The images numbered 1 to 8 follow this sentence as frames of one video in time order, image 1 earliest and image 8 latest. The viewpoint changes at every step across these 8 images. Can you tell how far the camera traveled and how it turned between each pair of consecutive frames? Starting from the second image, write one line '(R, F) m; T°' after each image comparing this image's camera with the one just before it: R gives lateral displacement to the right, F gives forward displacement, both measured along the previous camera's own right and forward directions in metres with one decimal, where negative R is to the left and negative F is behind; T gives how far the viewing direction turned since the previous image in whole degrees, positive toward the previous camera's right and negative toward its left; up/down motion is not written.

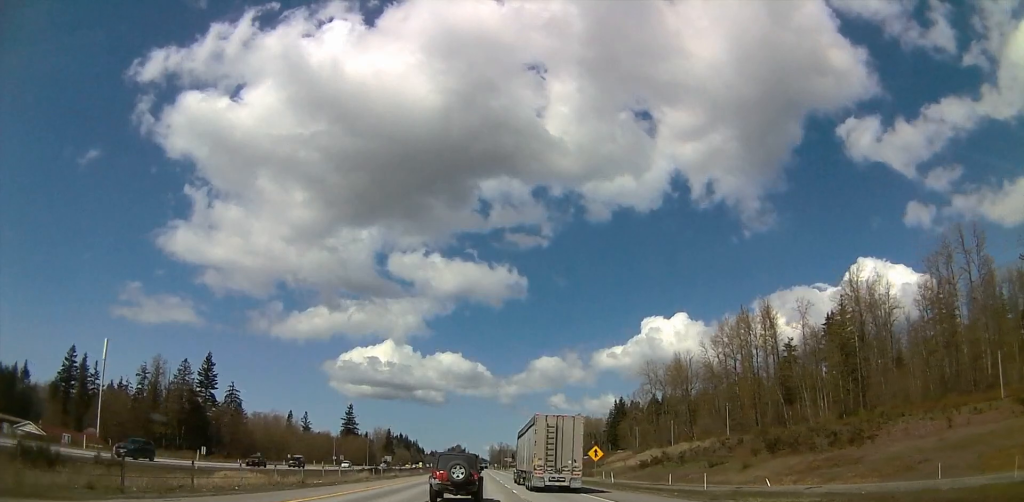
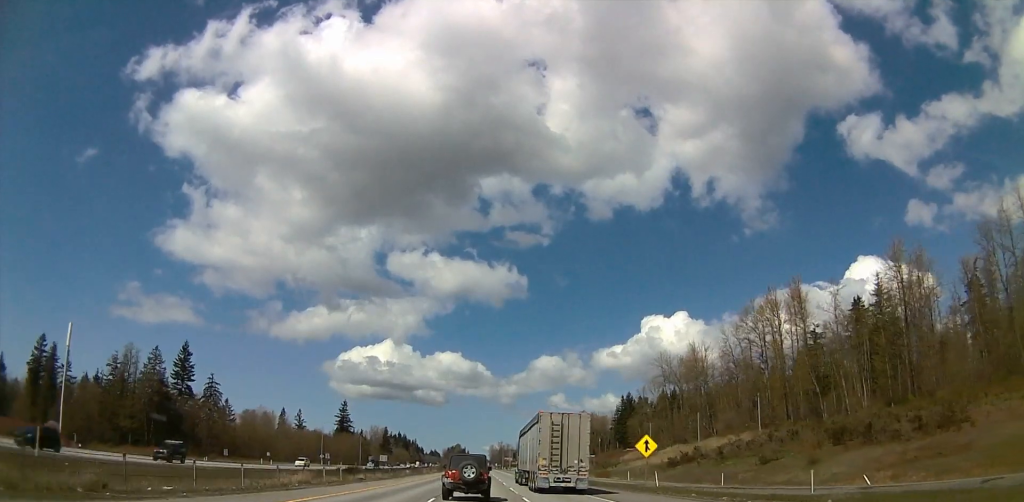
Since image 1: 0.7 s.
(+0.2, +20.5) m; 0°
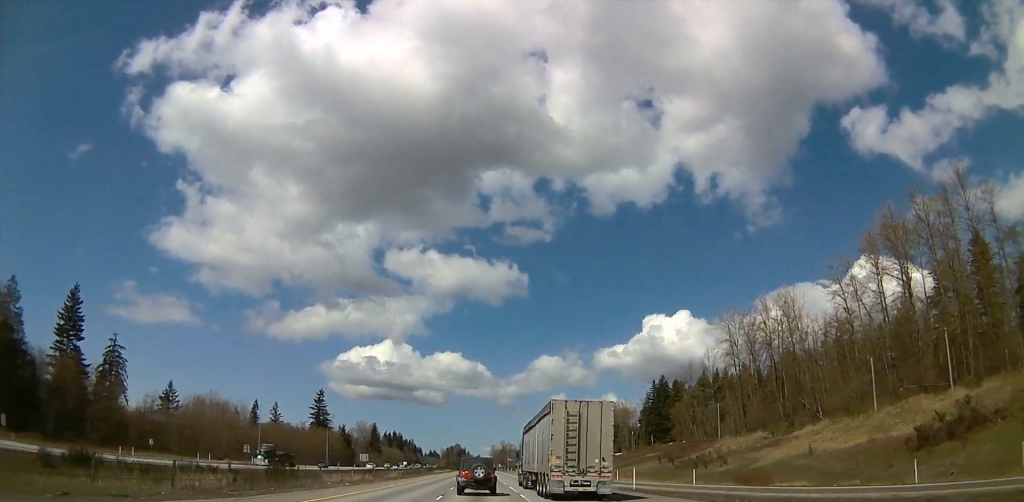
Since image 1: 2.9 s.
(-0.2, +68.9) m; 0°
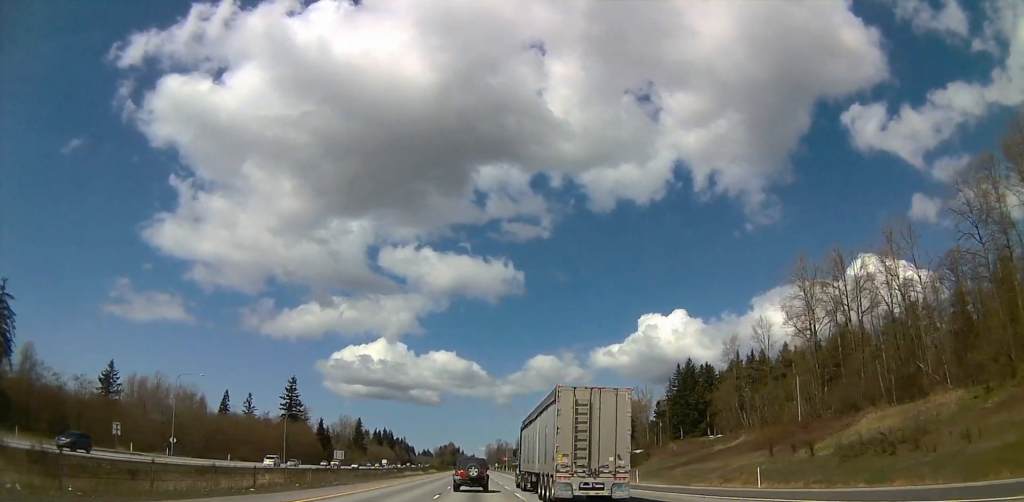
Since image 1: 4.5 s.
(-0.9, +48.1) m; 0°
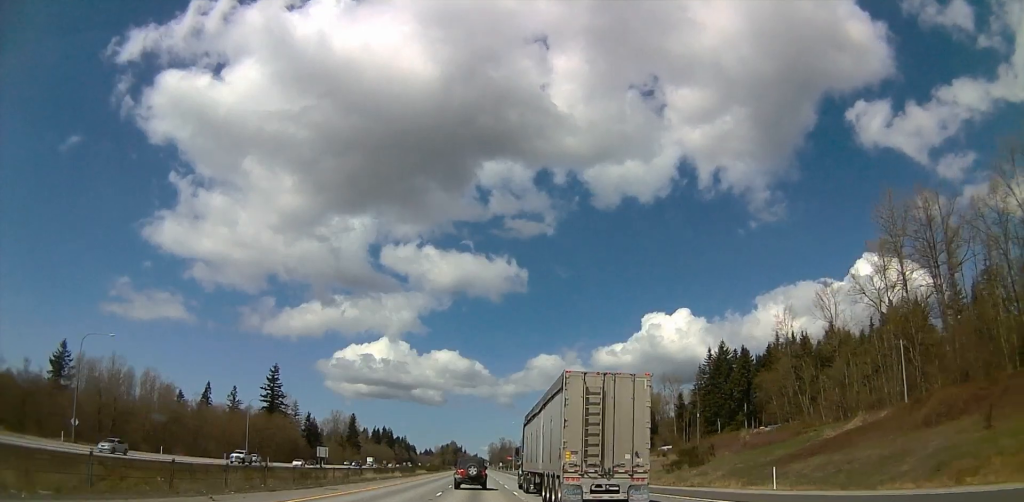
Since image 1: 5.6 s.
(+0.8, +34.9) m; +1°
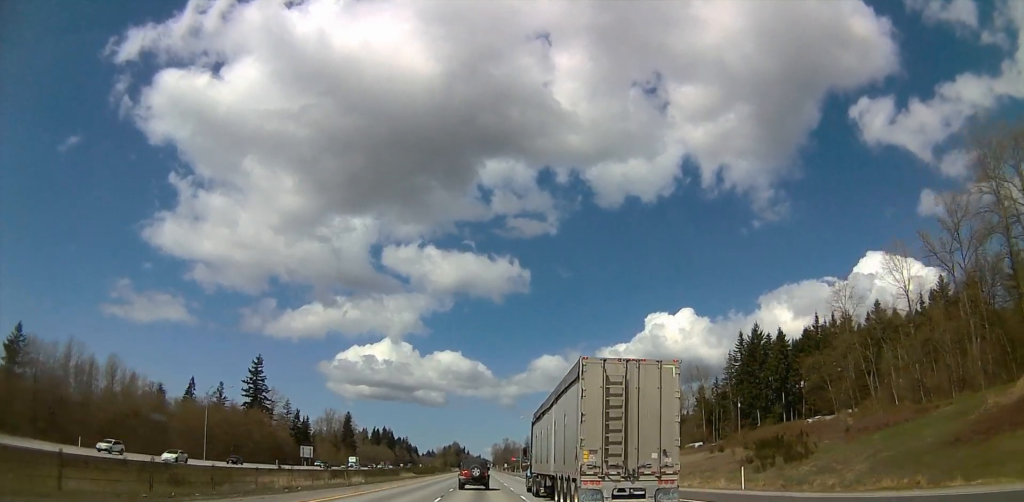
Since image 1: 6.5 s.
(-0.4, +27.5) m; -1°
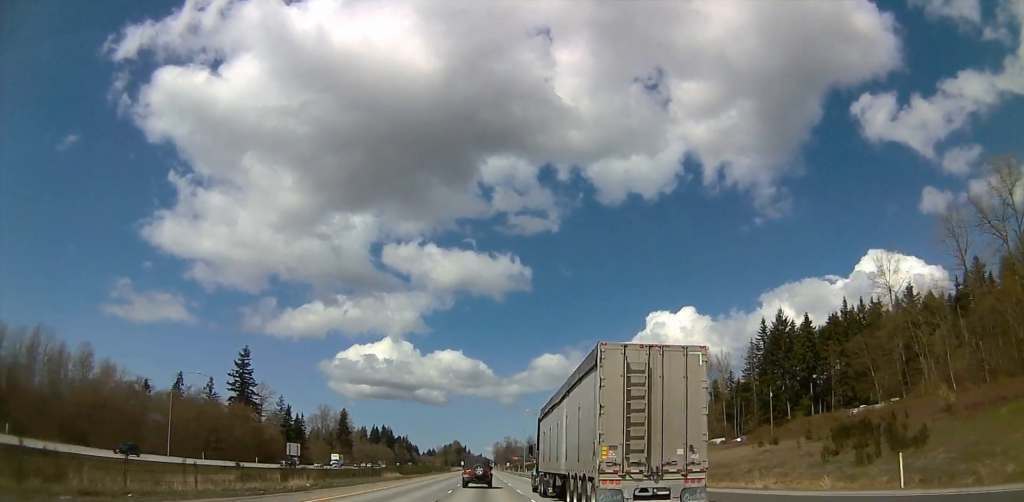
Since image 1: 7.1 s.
(0.0, +17.3) m; 0°
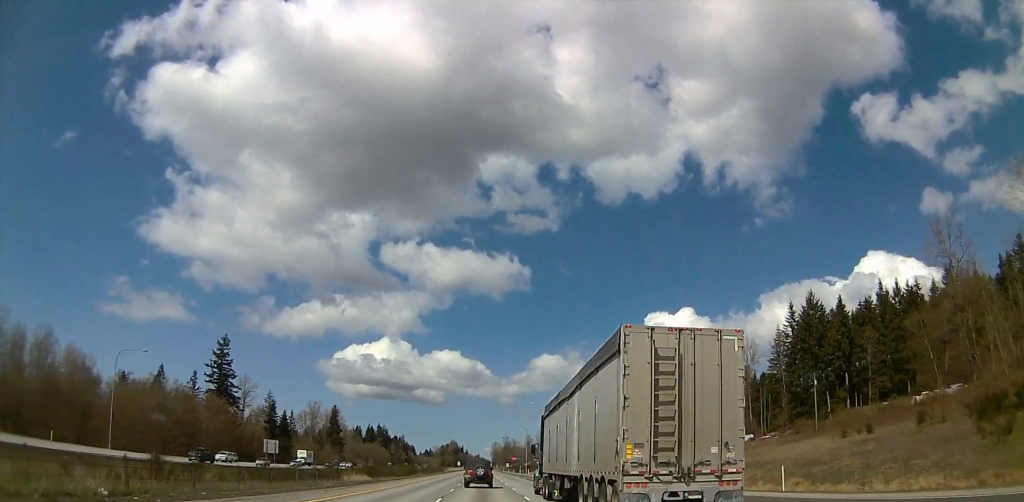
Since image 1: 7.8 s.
(0.0, +20.3) m; 0°
